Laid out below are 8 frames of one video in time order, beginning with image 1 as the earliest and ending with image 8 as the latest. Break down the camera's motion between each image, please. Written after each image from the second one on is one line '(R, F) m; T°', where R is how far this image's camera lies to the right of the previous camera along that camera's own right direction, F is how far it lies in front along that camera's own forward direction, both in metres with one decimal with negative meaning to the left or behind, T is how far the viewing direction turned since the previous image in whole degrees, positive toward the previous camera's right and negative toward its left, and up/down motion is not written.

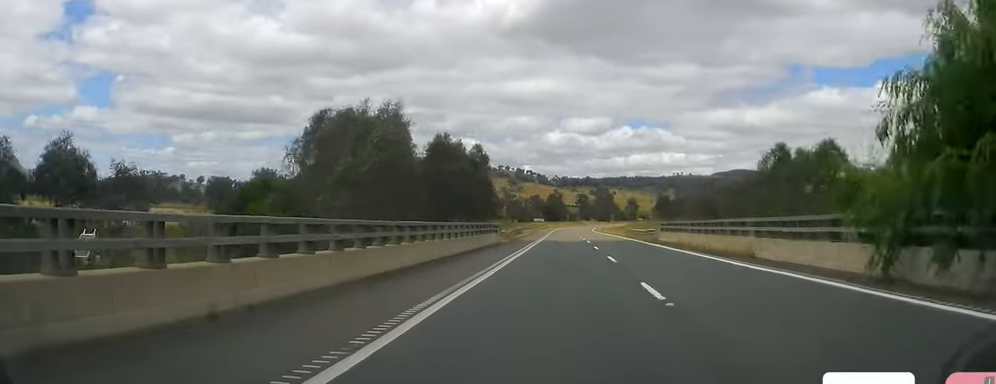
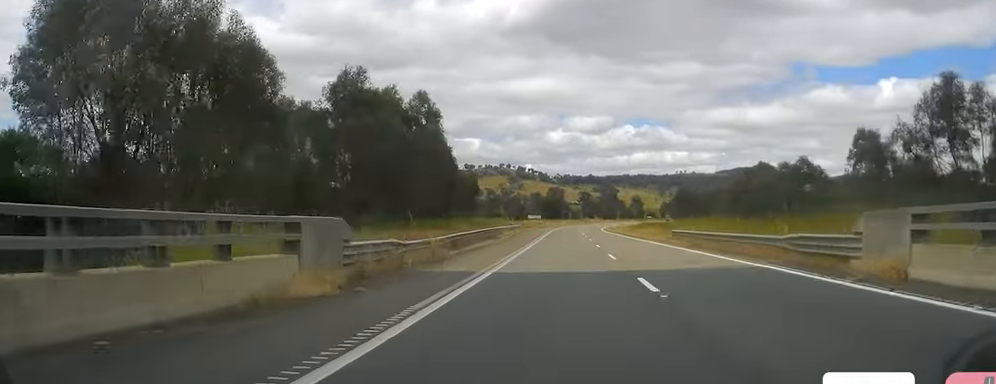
(+0.4, +37.6) m; +1°
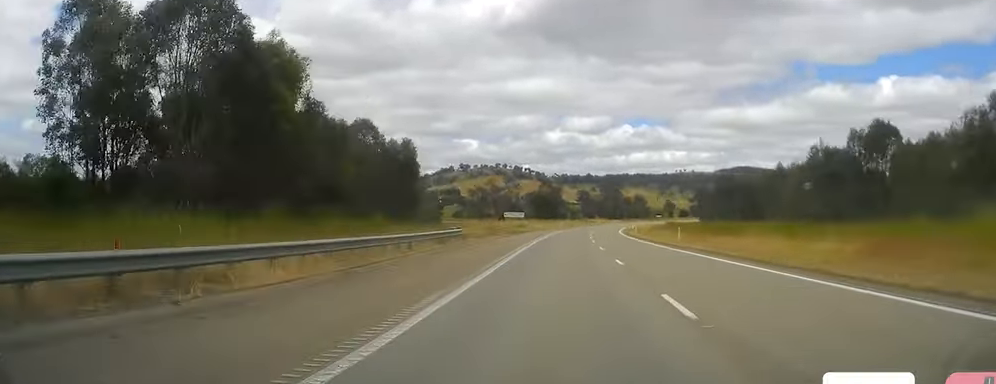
(+1.1, +53.1) m; +1°
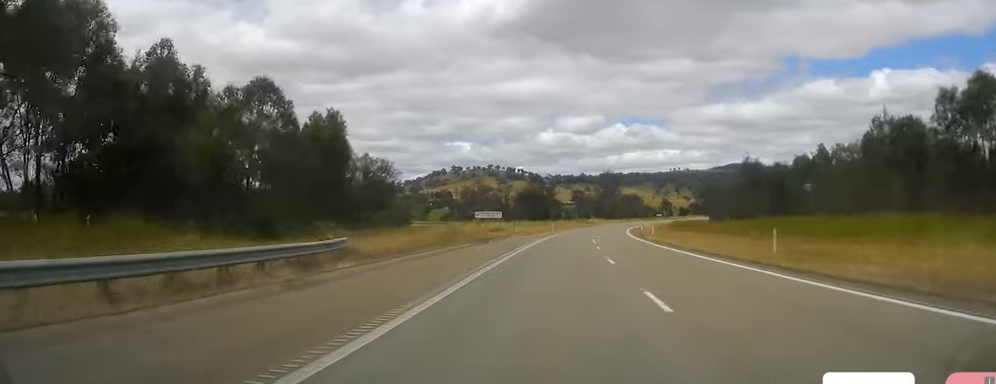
(-0.5, +24.3) m; -1°
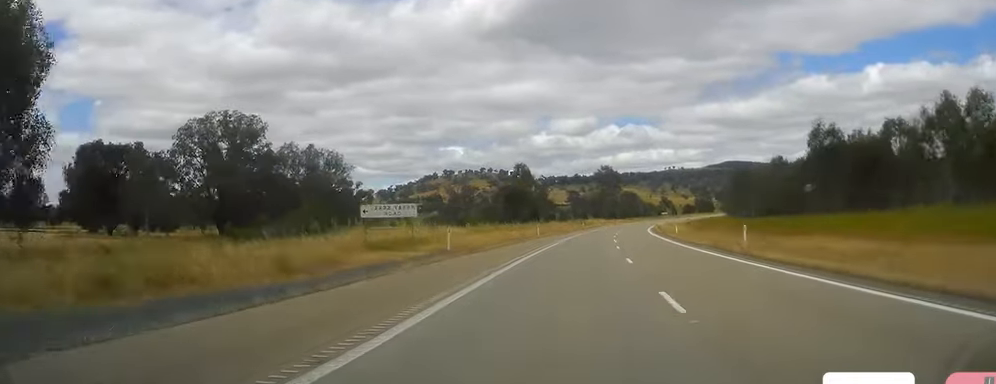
(-0.2, +37.9) m; 0°
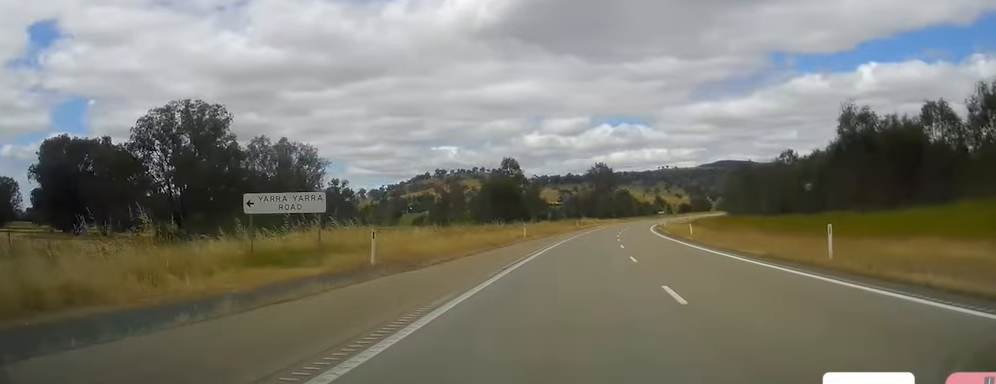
(+0.1, +11.6) m; +1°
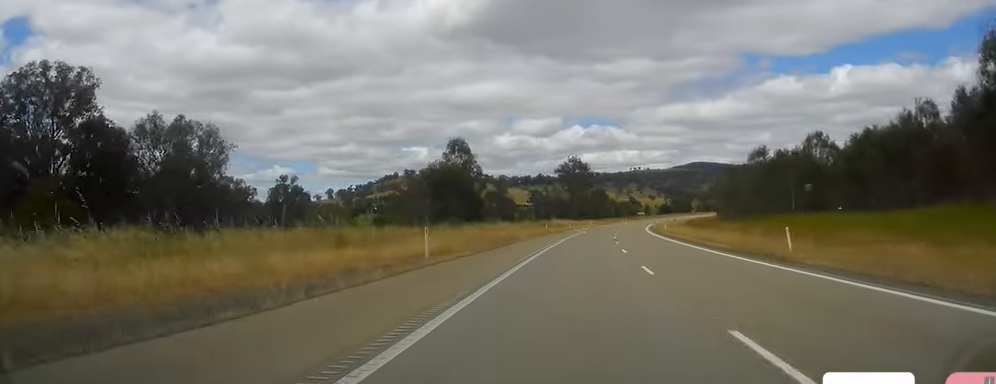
(+0.4, +30.8) m; +2°
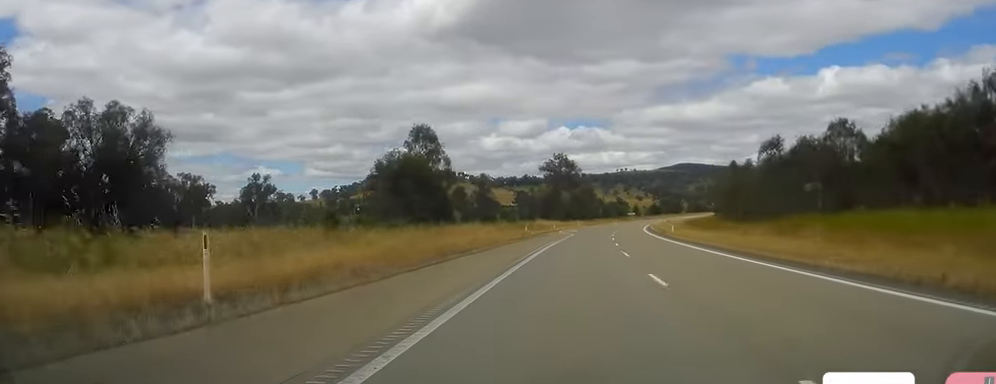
(0.0, +15.4) m; +1°
